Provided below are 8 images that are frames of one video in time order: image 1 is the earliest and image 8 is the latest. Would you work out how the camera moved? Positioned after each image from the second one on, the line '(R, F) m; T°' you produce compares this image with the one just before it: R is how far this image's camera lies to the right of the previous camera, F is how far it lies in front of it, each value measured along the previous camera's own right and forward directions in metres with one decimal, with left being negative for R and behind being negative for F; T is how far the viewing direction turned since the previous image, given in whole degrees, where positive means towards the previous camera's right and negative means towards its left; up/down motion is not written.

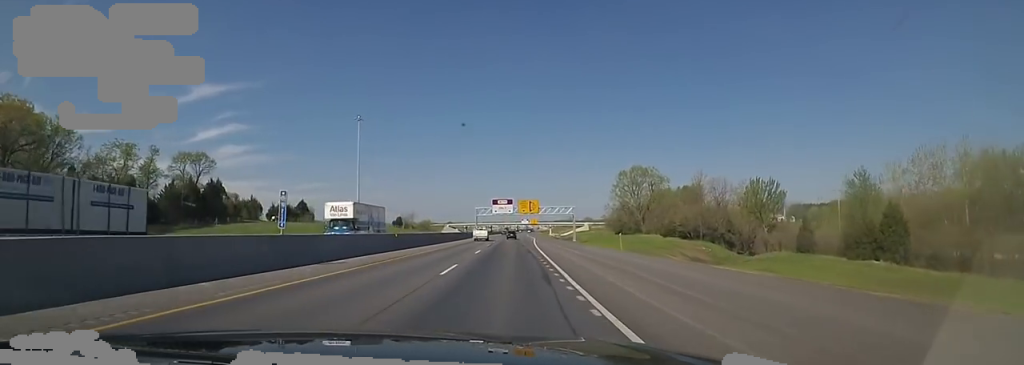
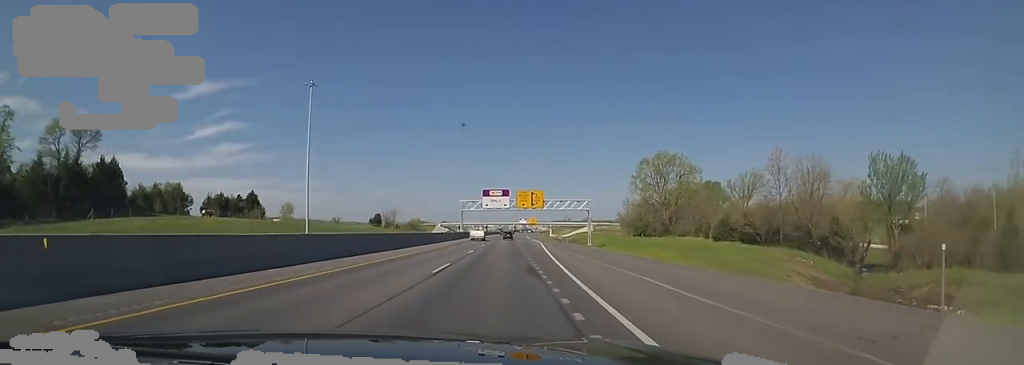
(-0.1, +28.8) m; 0°
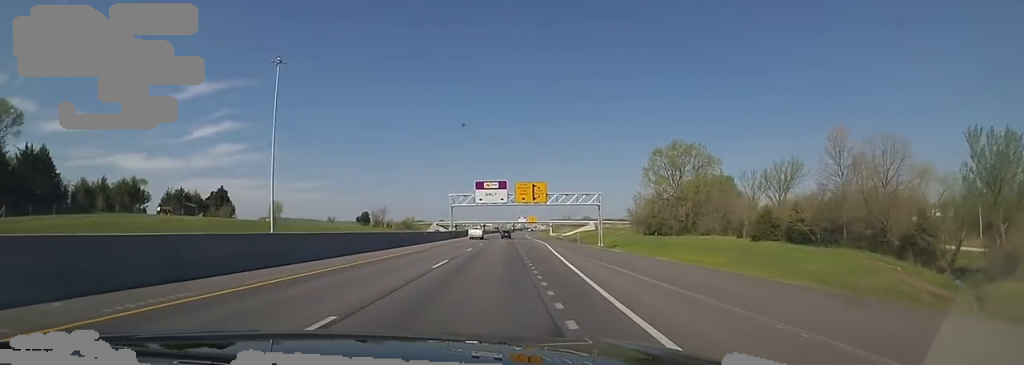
(+0.1, +13.2) m; +1°
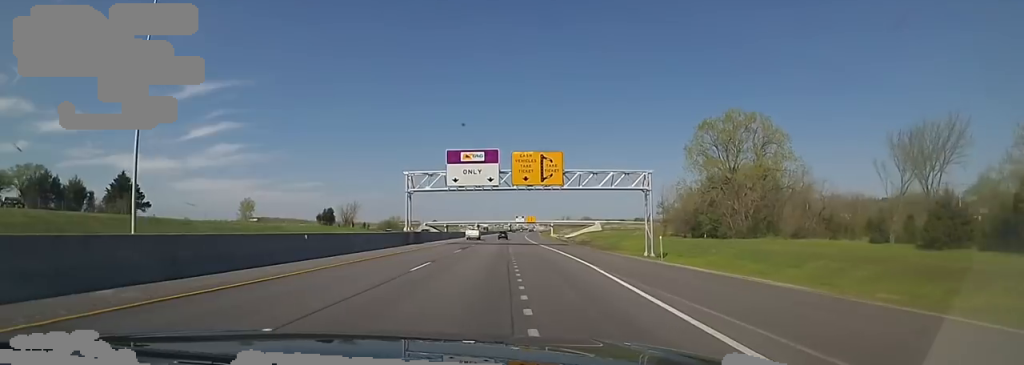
(+0.4, +30.8) m; +1°
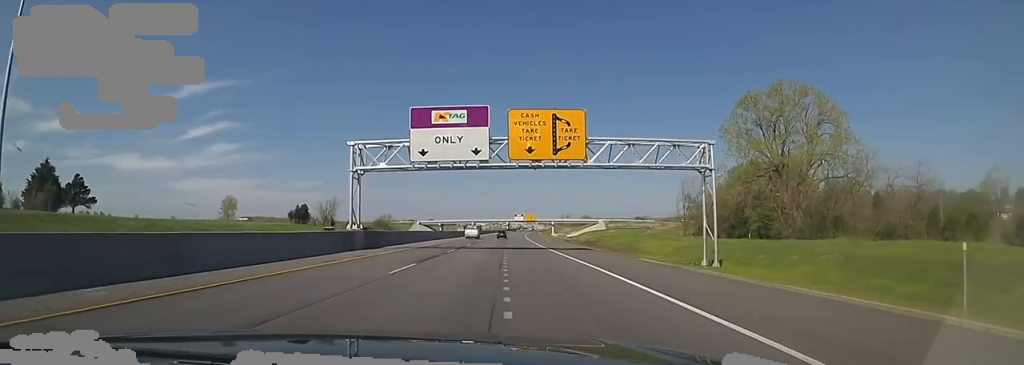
(+0.2, +16.5) m; 0°
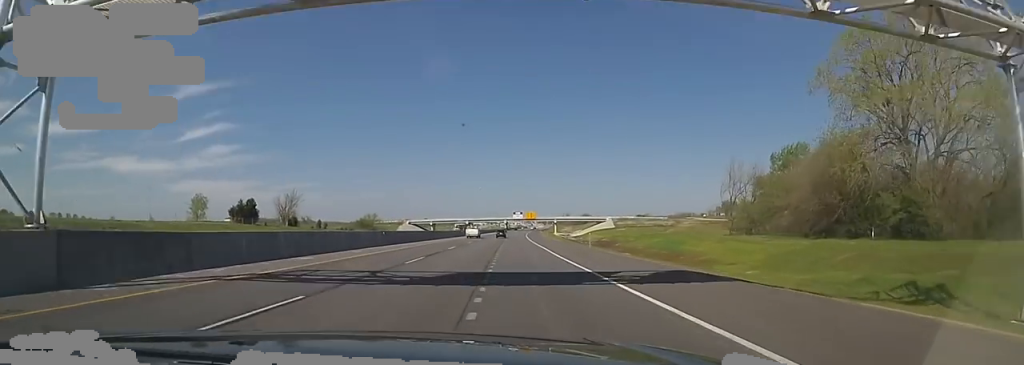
(0.0, +25.9) m; -1°
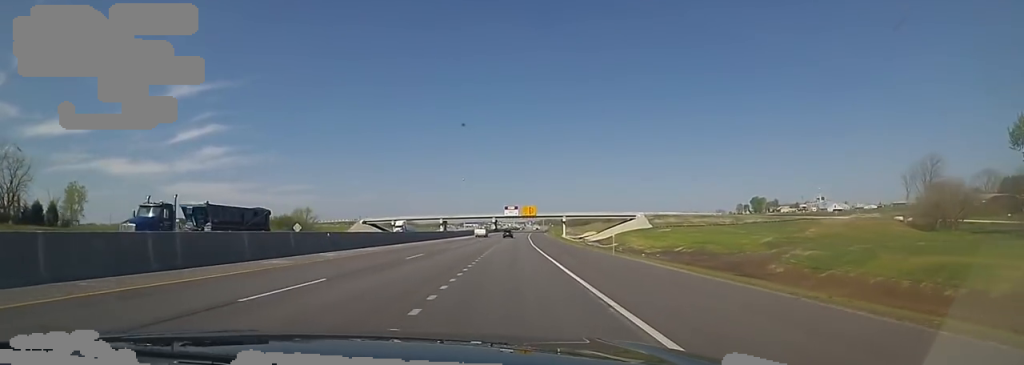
(+1.0, +73.2) m; +1°
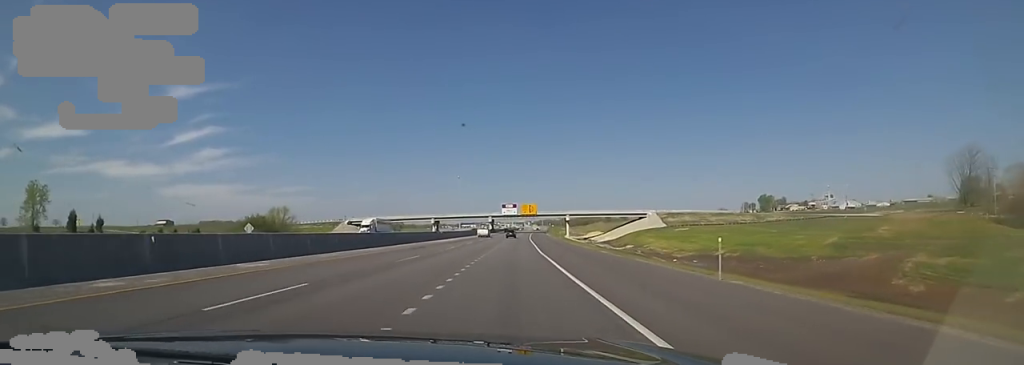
(-0.6, +16.1) m; 0°
